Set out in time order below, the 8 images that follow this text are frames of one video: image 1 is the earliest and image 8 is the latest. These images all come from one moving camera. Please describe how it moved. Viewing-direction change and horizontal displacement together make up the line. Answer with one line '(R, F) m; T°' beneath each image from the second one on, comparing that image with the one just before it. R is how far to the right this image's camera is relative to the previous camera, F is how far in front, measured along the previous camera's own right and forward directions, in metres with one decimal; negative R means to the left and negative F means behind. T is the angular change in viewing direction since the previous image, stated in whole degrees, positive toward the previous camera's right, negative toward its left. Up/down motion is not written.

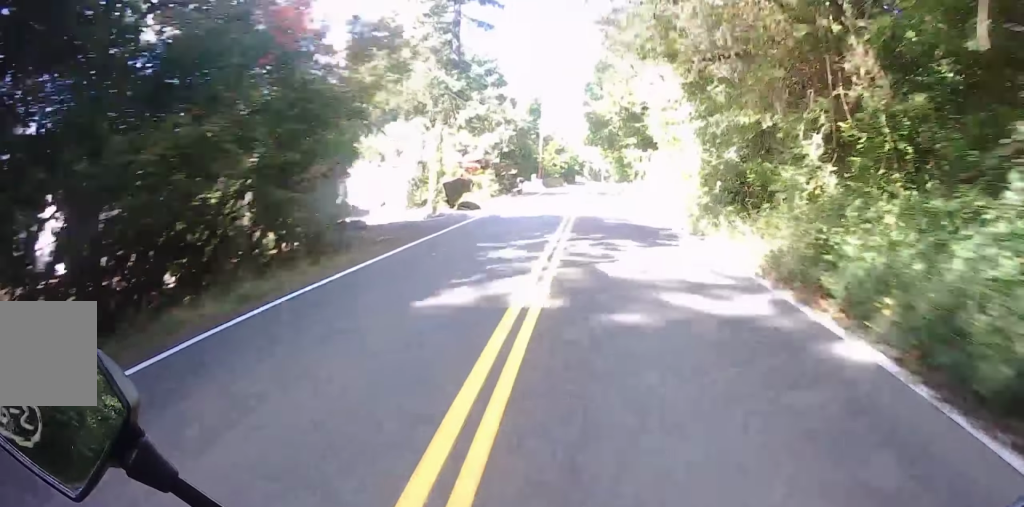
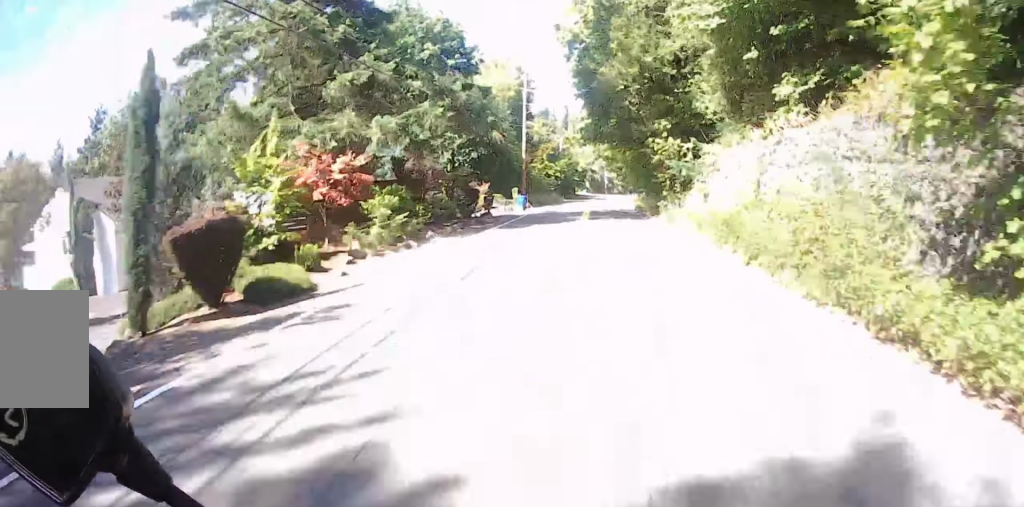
(+0.2, +19.2) m; +2°
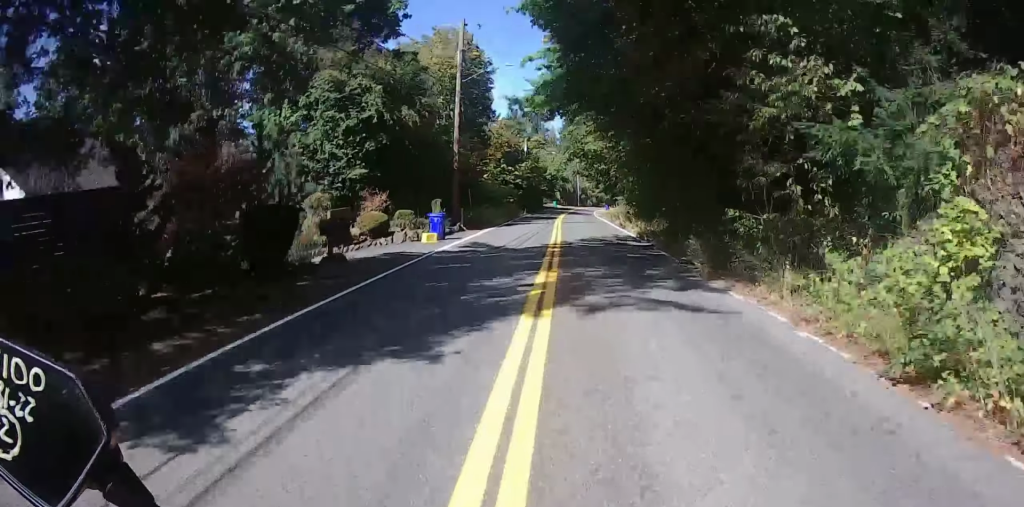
(+0.5, +19.4) m; +1°
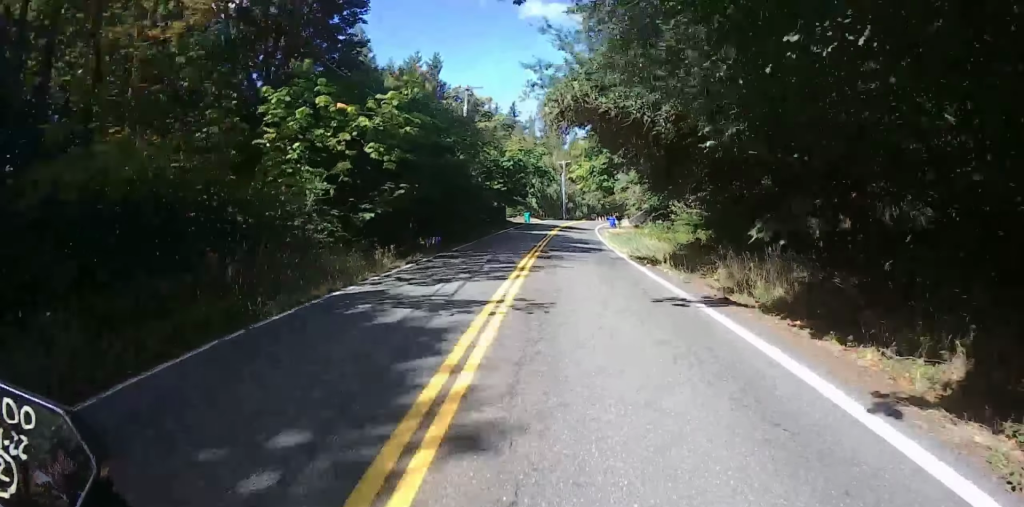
(0.0, +45.3) m; 0°
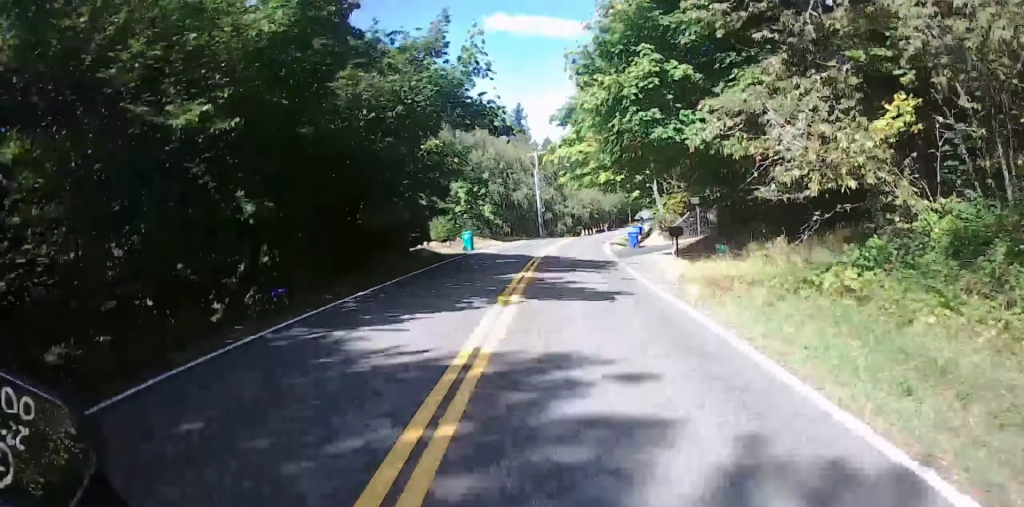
(-0.1, +35.1) m; 0°
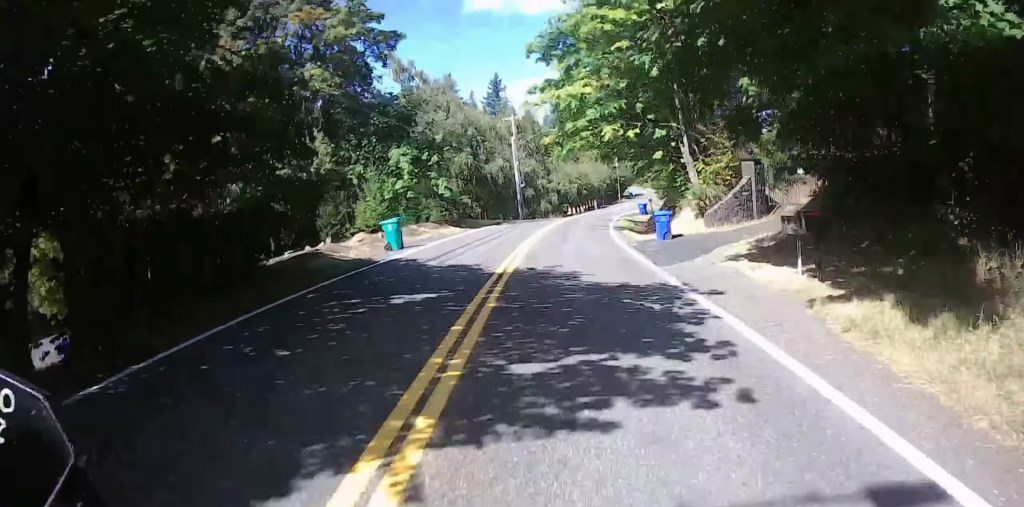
(-0.1, +14.0) m; +1°
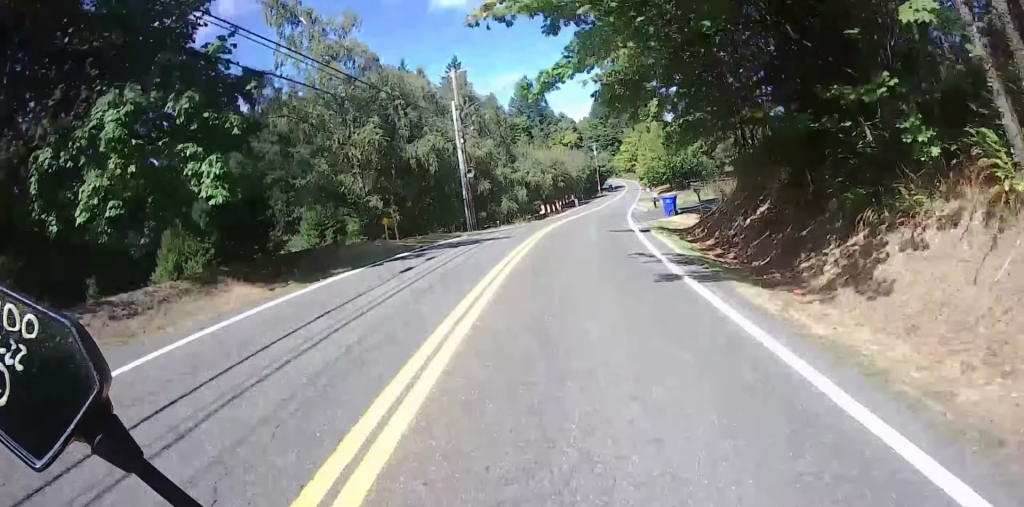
(+0.4, +22.9) m; +2°
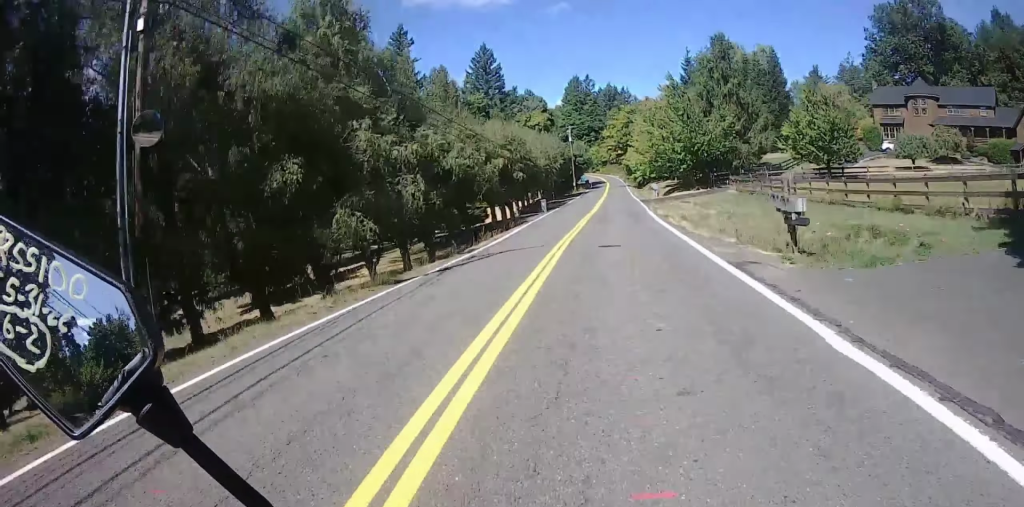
(+0.5, +30.3) m; +1°
